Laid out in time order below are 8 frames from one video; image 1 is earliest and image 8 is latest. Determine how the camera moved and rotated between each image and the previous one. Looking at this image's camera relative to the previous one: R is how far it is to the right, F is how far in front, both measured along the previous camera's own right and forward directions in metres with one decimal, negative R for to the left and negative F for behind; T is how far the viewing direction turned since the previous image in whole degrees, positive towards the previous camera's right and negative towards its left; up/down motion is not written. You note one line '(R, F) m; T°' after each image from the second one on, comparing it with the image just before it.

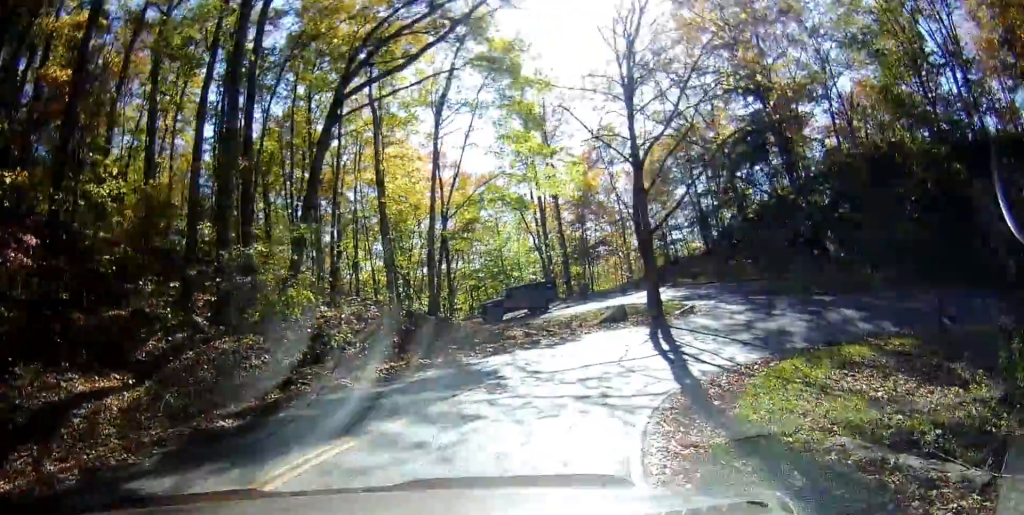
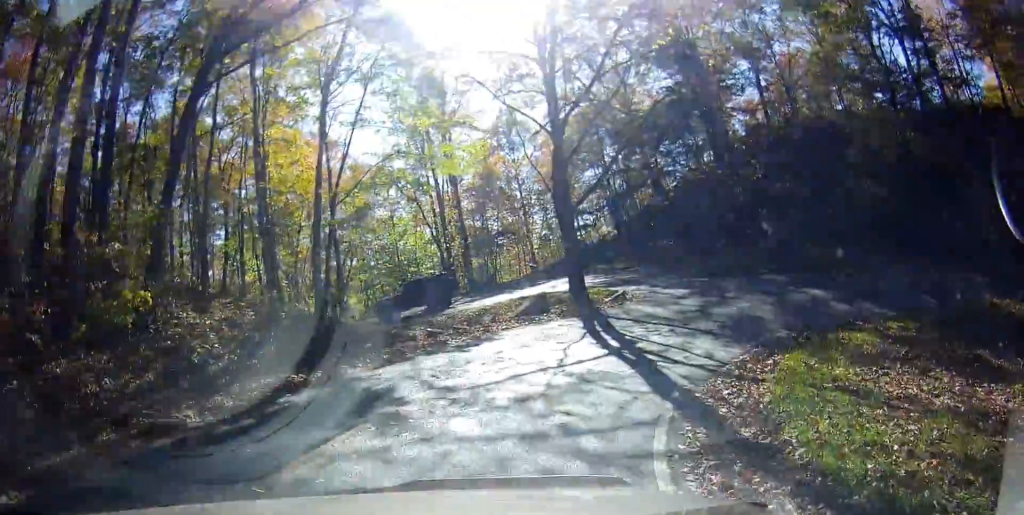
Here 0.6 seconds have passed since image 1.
(+0.6, +4.3) m; +13°
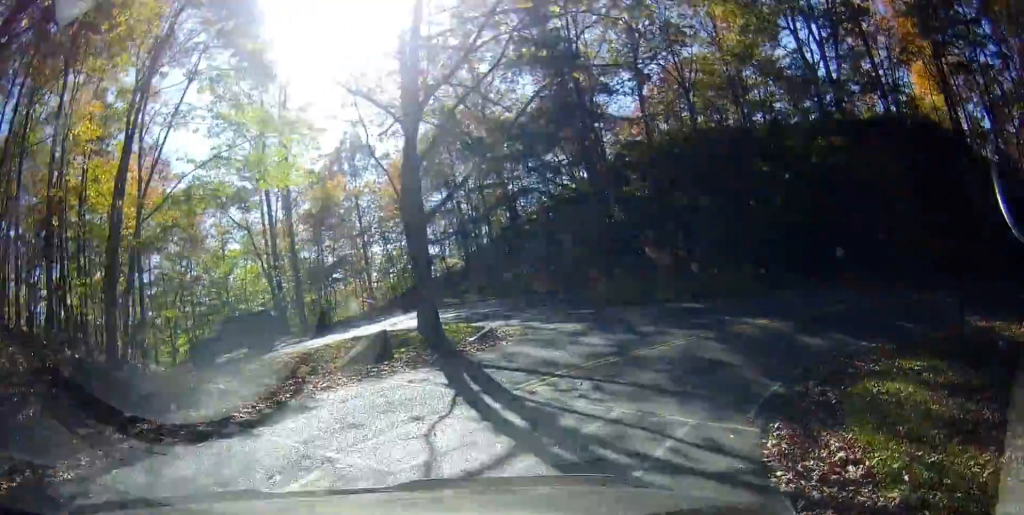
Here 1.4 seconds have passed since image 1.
(+1.1, +6.2) m; +21°
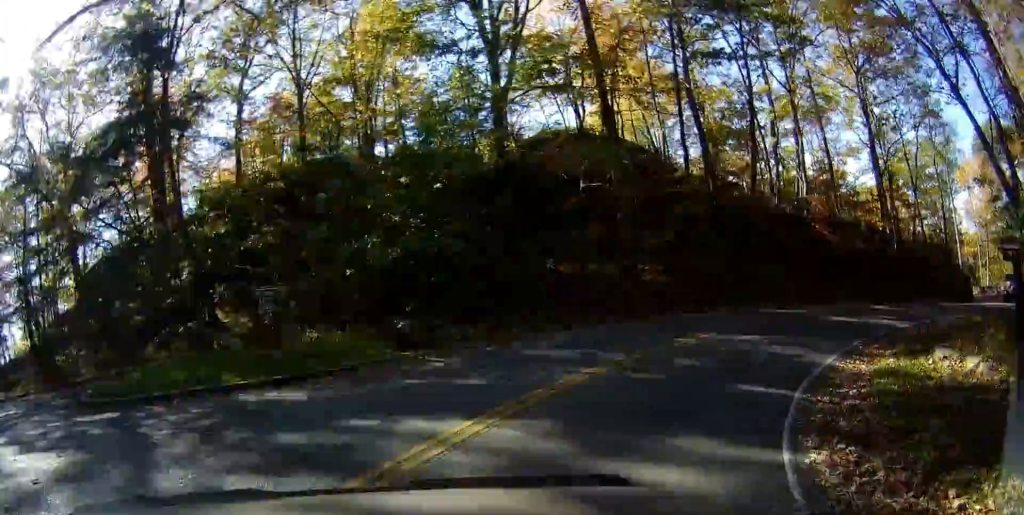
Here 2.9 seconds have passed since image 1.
(+2.4, +9.9) m; +20°
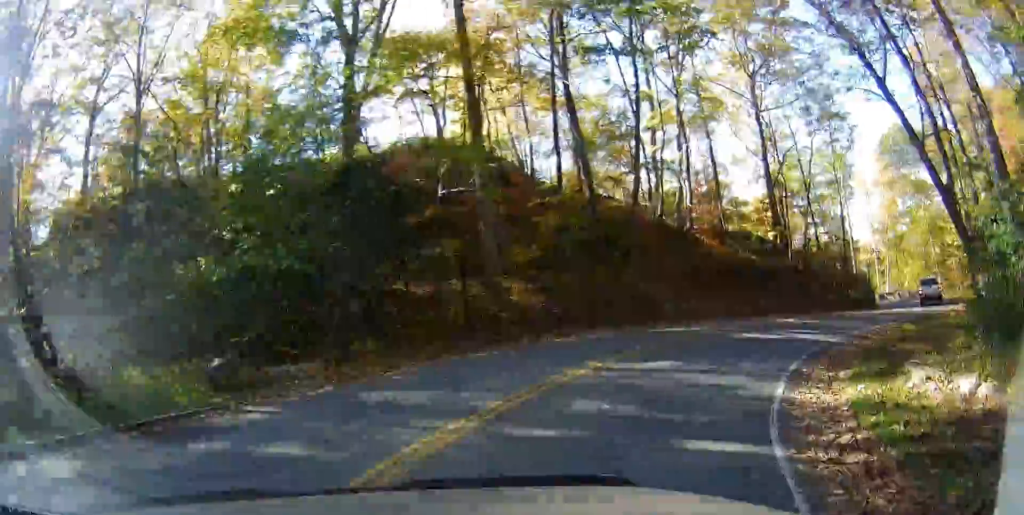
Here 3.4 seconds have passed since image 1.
(+0.1, +3.2) m; +5°
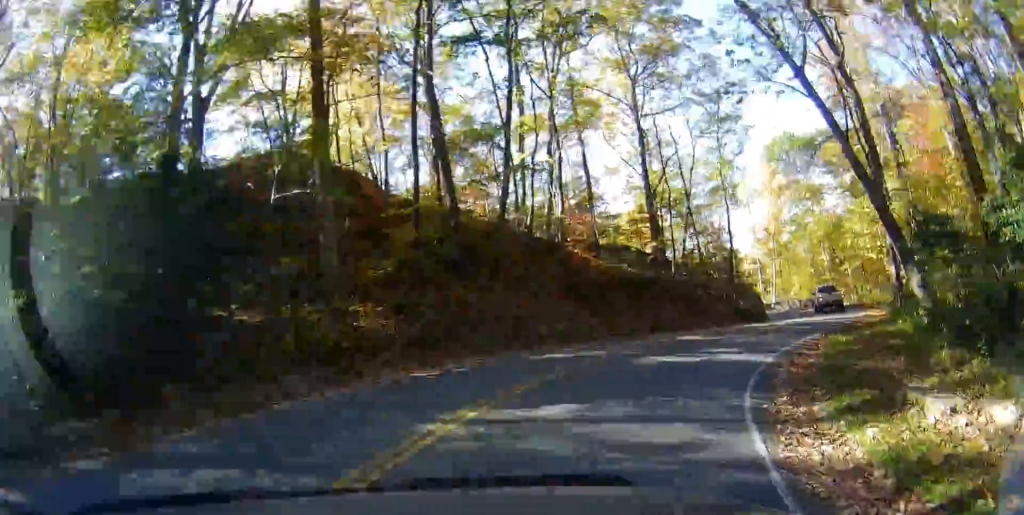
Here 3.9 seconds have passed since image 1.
(+0.1, +3.4) m; +7°
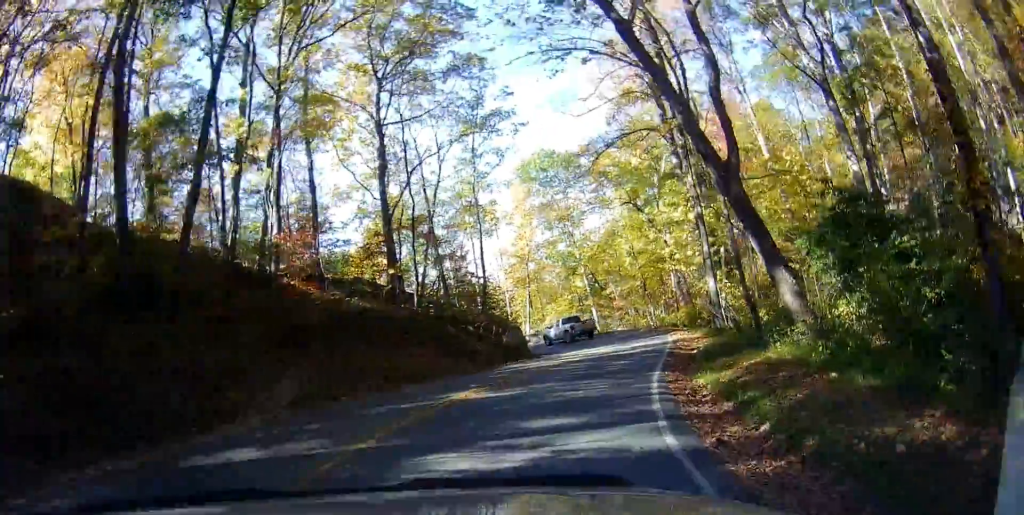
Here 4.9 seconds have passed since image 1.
(+1.0, +6.9) m; +16°
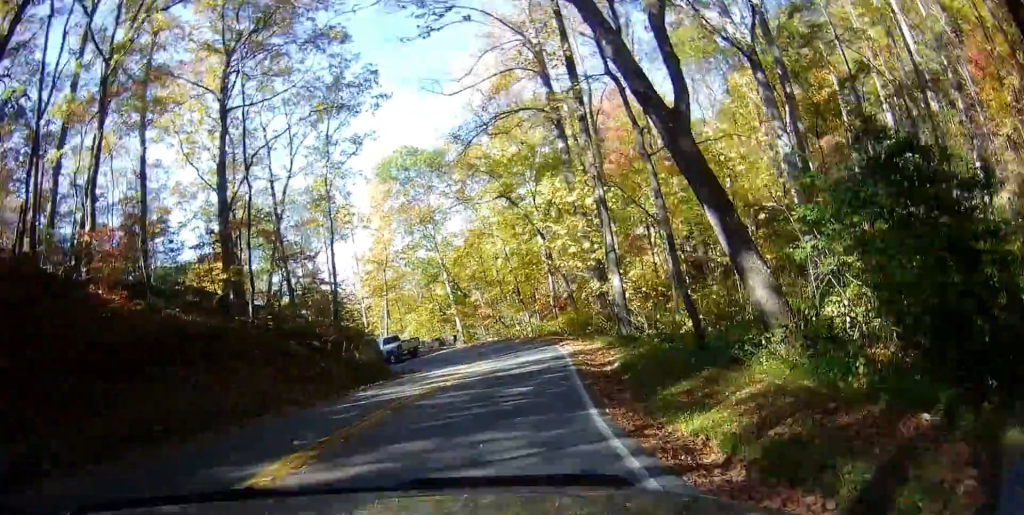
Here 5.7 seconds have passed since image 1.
(+0.5, +4.8) m; +15°
